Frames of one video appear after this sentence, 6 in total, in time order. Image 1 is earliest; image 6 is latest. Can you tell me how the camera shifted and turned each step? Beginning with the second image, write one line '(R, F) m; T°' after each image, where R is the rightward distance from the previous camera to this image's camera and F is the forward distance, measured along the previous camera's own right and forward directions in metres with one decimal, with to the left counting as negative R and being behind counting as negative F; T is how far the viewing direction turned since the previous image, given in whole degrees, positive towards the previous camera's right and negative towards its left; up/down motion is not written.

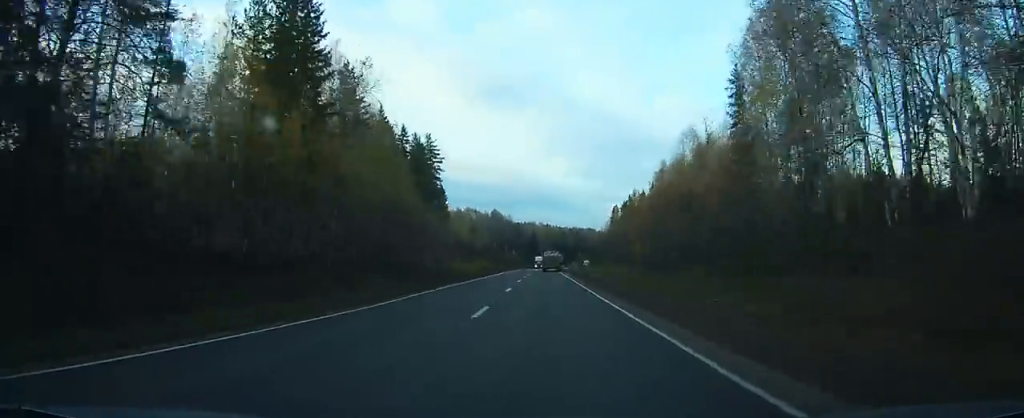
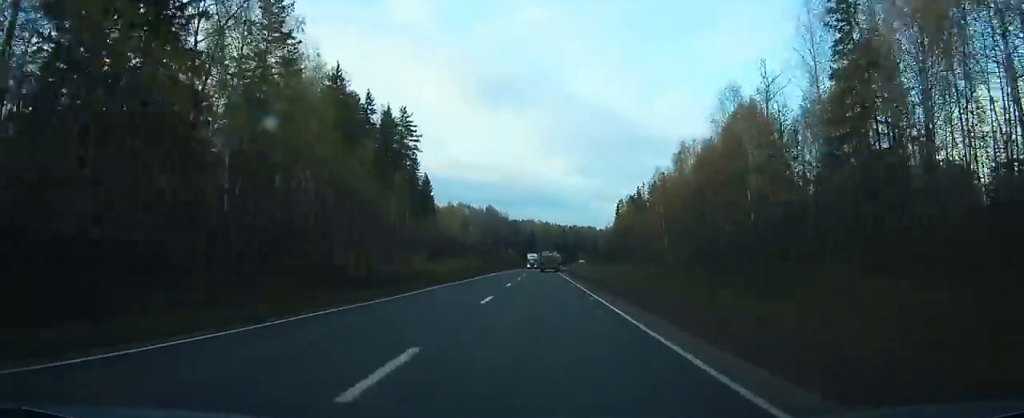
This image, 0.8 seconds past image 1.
(-0.1, +20.1) m; 0°
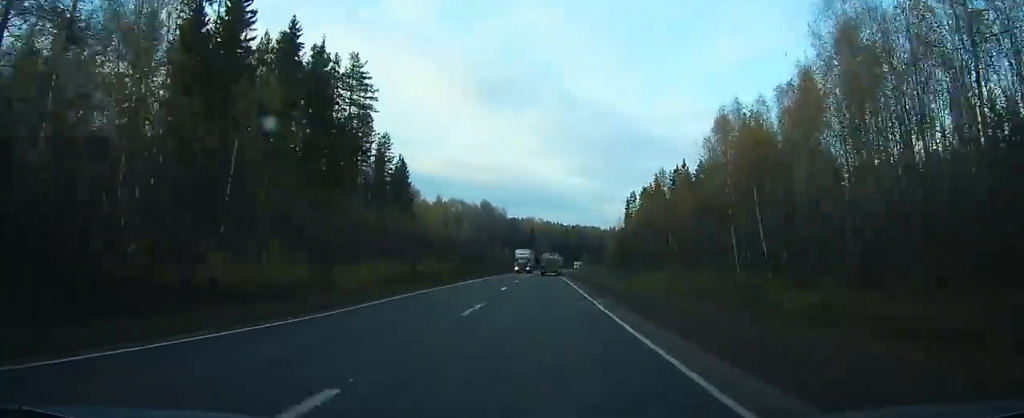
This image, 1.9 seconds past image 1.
(-0.1, +26.8) m; 0°
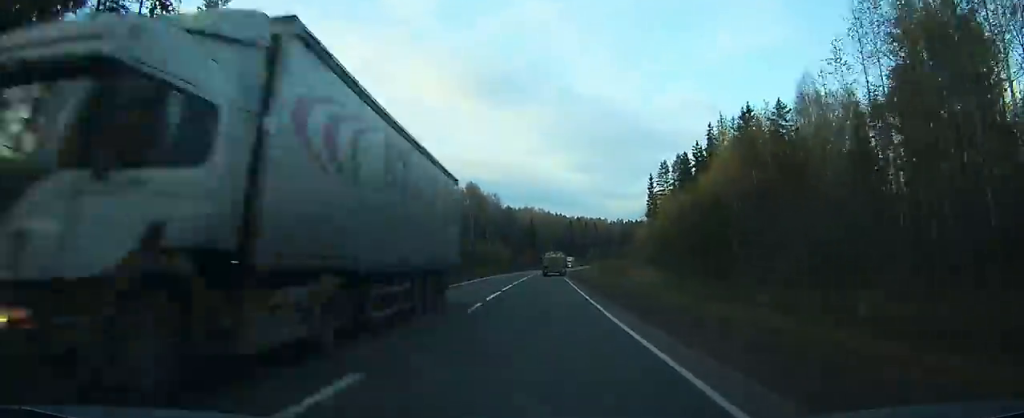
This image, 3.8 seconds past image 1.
(-0.1, +48.0) m; 0°
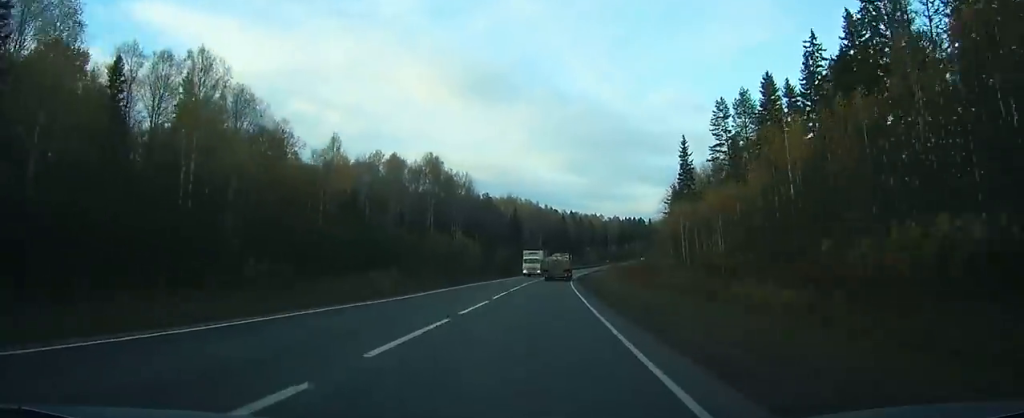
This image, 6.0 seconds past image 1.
(+0.1, +53.7) m; +1°
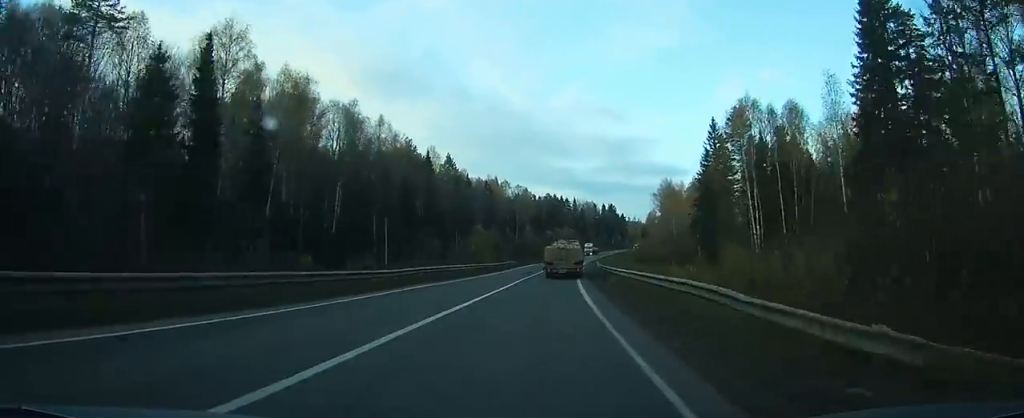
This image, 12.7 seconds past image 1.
(+7.3, +158.2) m; +8°
